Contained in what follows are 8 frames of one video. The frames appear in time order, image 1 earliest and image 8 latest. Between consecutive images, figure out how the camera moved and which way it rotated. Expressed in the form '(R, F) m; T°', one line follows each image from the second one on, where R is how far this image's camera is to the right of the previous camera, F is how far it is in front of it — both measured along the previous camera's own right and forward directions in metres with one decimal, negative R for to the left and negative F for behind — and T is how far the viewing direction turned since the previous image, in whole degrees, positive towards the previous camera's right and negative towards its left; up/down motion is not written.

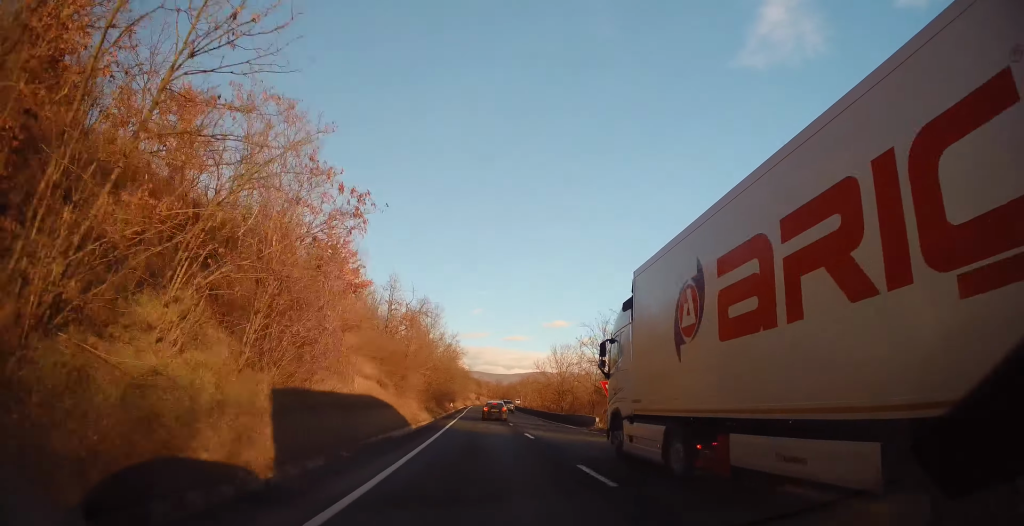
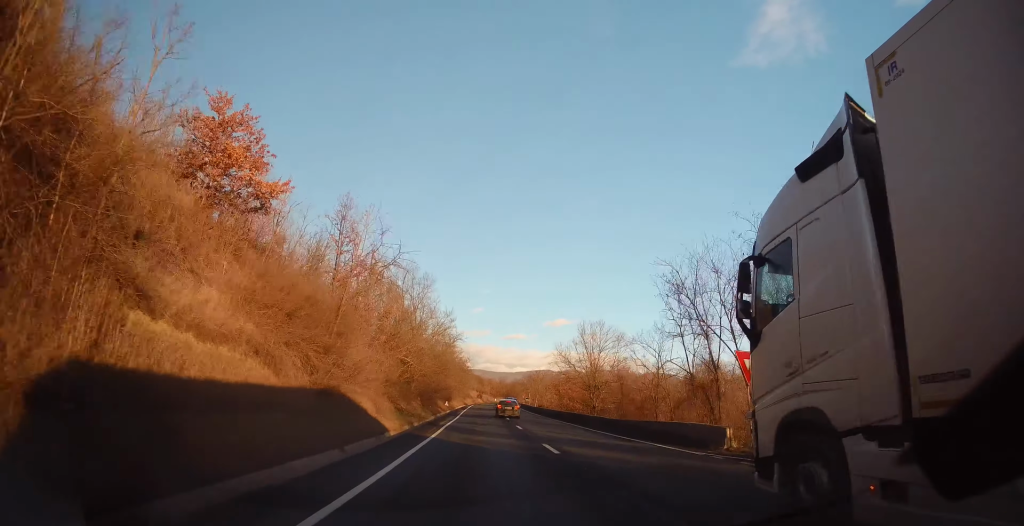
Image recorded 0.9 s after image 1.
(+0.3, +17.6) m; 0°
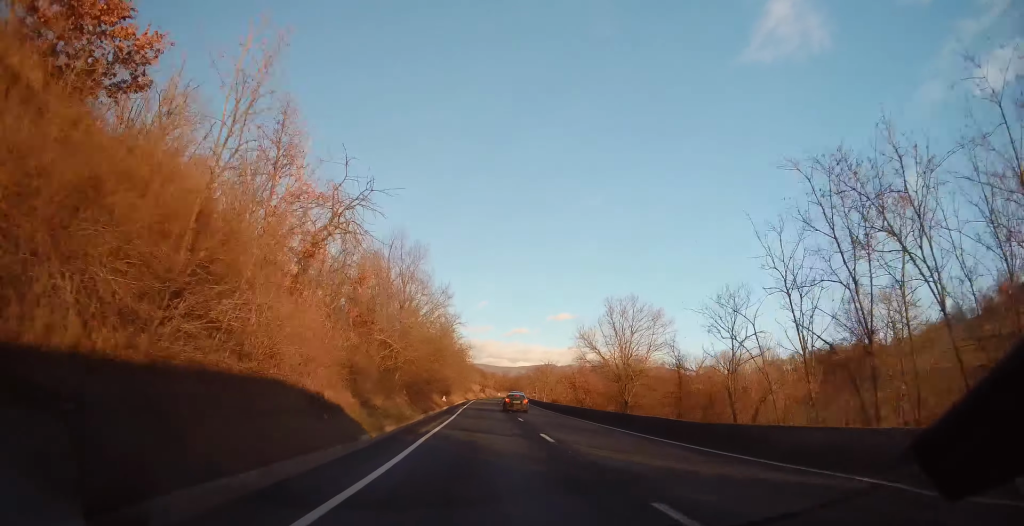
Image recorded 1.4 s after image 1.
(-0.3, +9.7) m; 0°
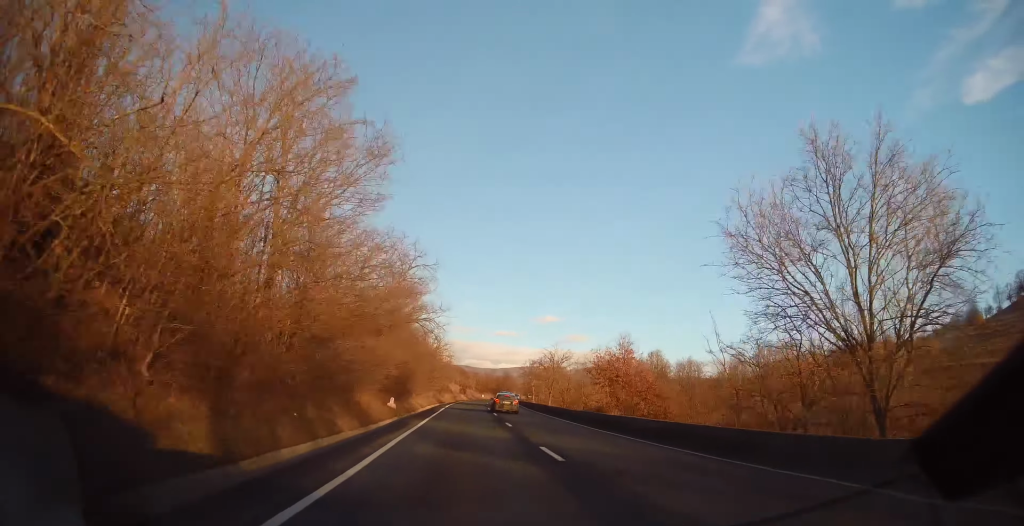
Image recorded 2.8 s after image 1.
(+0.5, +26.9) m; +2°
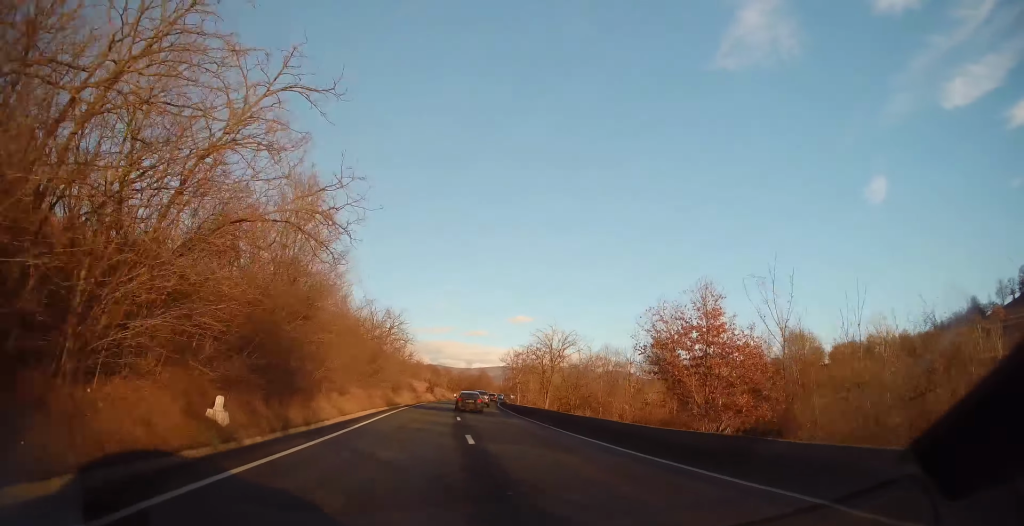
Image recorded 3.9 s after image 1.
(+0.1, +19.9) m; +2°
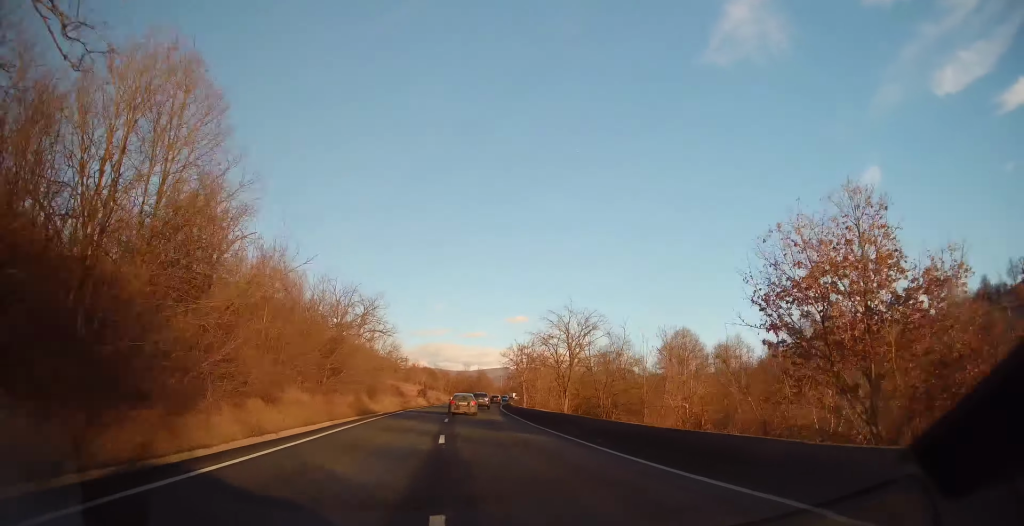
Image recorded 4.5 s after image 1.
(+0.3, +11.0) m; +1°
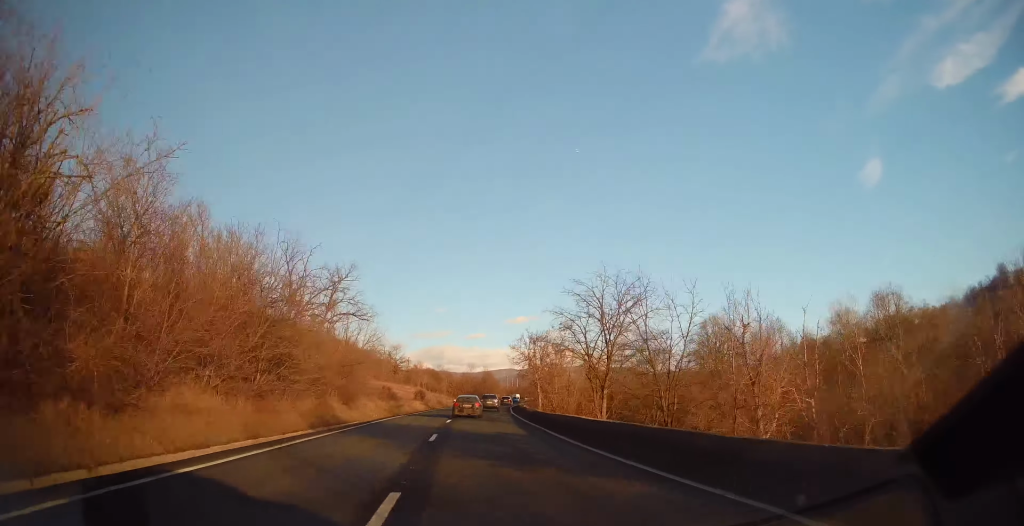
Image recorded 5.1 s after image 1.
(+0.1, +10.1) m; 0°
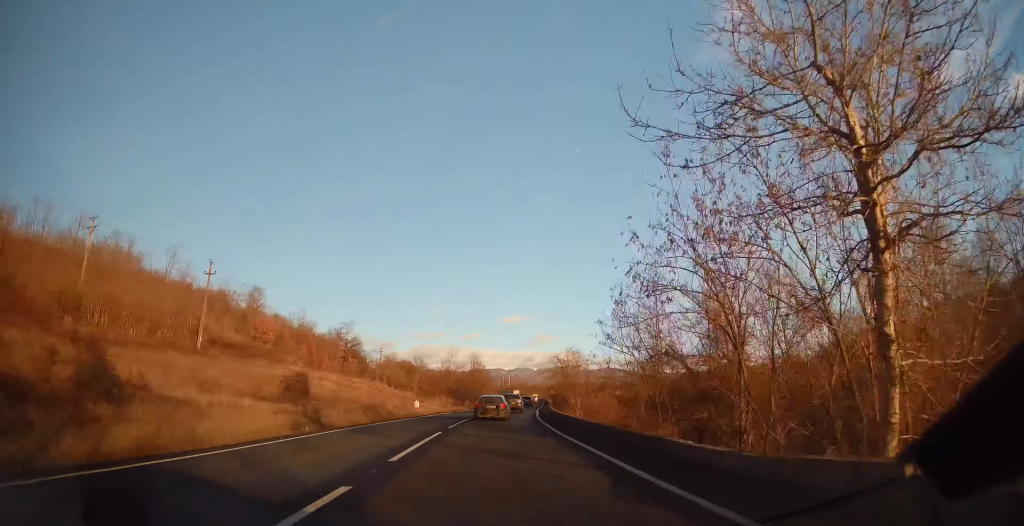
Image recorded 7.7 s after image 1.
(0.0, +44.0) m; 0°
